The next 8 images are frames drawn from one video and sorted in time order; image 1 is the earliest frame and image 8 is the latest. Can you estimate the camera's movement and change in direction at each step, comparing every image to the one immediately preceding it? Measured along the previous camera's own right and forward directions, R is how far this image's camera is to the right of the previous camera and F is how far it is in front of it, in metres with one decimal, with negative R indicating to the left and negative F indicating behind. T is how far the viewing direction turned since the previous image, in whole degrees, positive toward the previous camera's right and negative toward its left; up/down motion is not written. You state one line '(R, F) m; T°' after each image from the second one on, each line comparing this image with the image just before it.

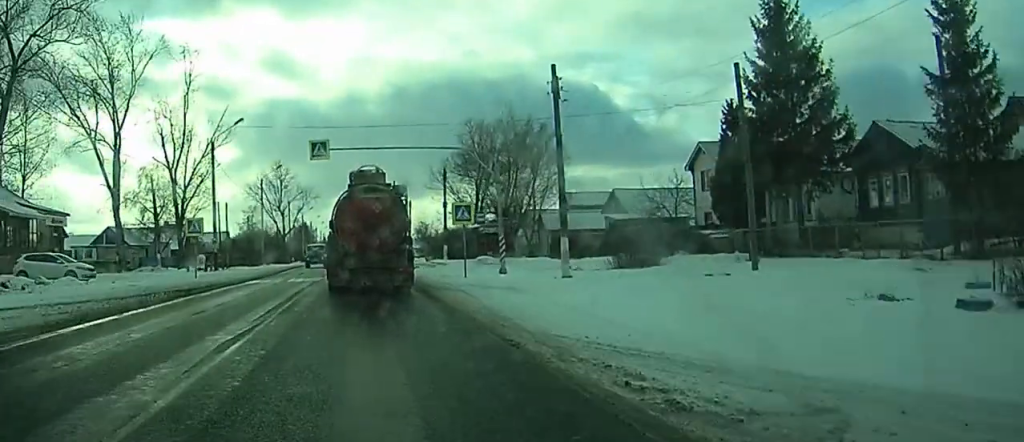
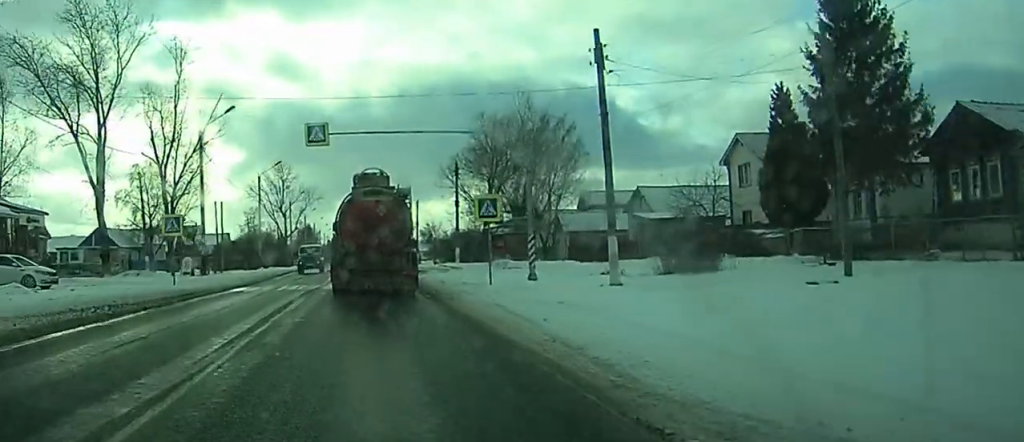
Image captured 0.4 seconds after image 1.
(0.0, +5.7) m; 0°
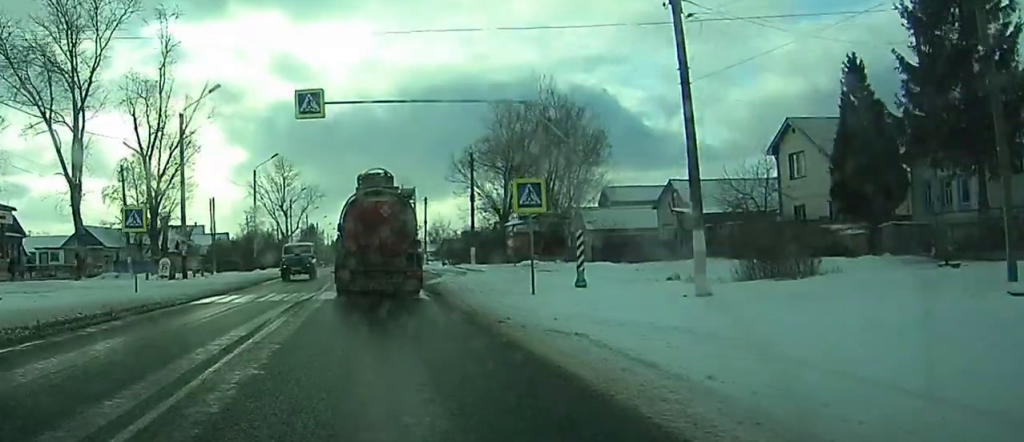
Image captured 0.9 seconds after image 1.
(0.0, +6.5) m; 0°
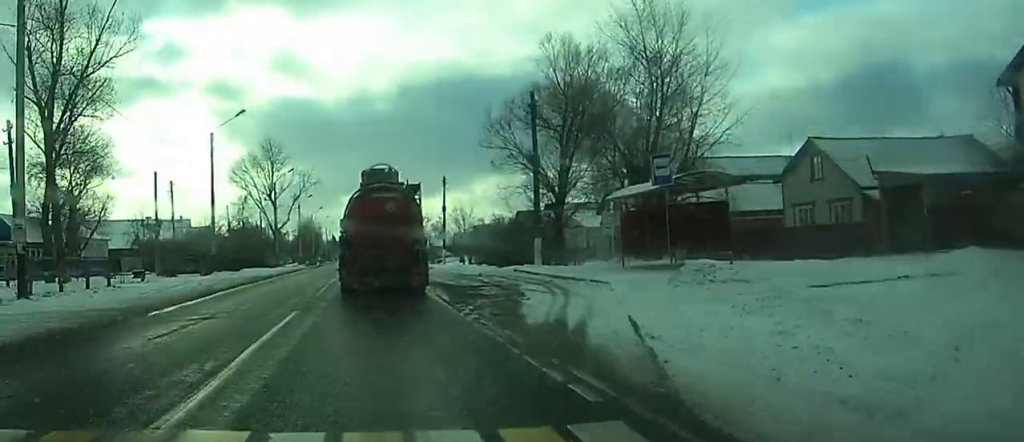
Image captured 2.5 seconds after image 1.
(-0.1, +21.2) m; -1°
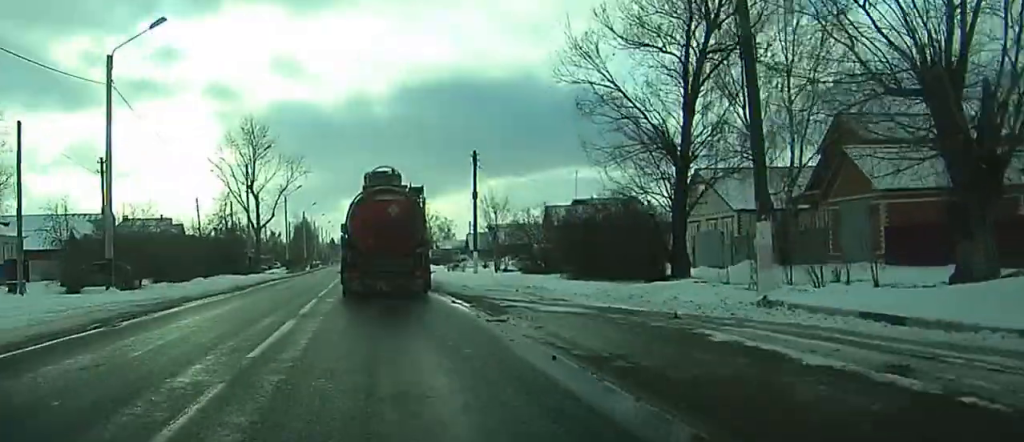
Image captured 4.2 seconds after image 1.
(0.0, +22.1) m; 0°
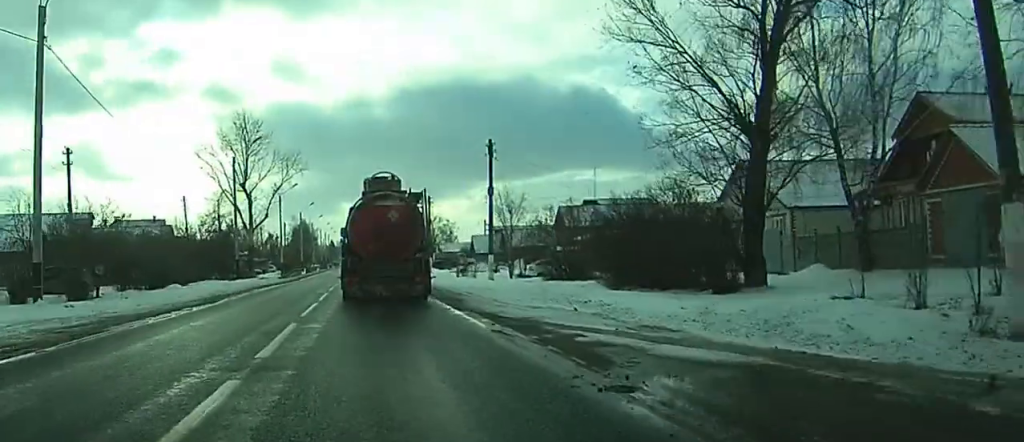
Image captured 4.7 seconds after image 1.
(0.0, +7.2) m; 0°
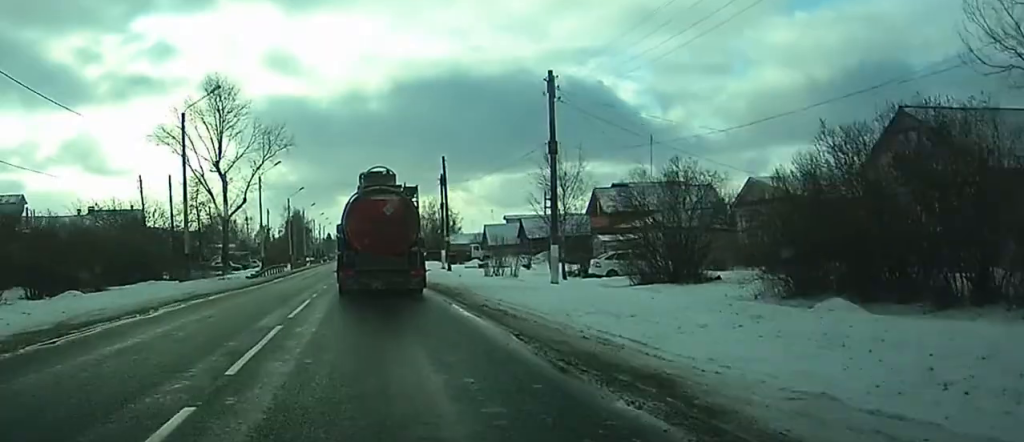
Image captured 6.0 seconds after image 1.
(+0.1, +17.5) m; +1°
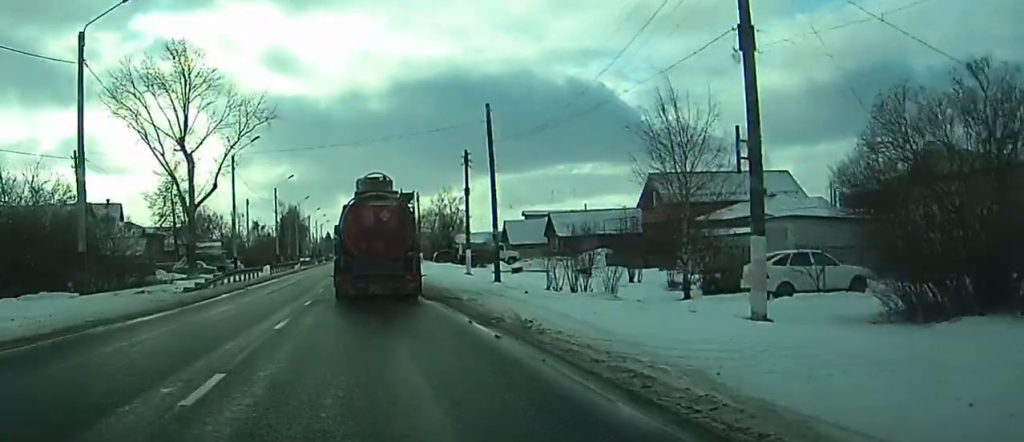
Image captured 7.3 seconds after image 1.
(0.0, +17.3) m; 0°
